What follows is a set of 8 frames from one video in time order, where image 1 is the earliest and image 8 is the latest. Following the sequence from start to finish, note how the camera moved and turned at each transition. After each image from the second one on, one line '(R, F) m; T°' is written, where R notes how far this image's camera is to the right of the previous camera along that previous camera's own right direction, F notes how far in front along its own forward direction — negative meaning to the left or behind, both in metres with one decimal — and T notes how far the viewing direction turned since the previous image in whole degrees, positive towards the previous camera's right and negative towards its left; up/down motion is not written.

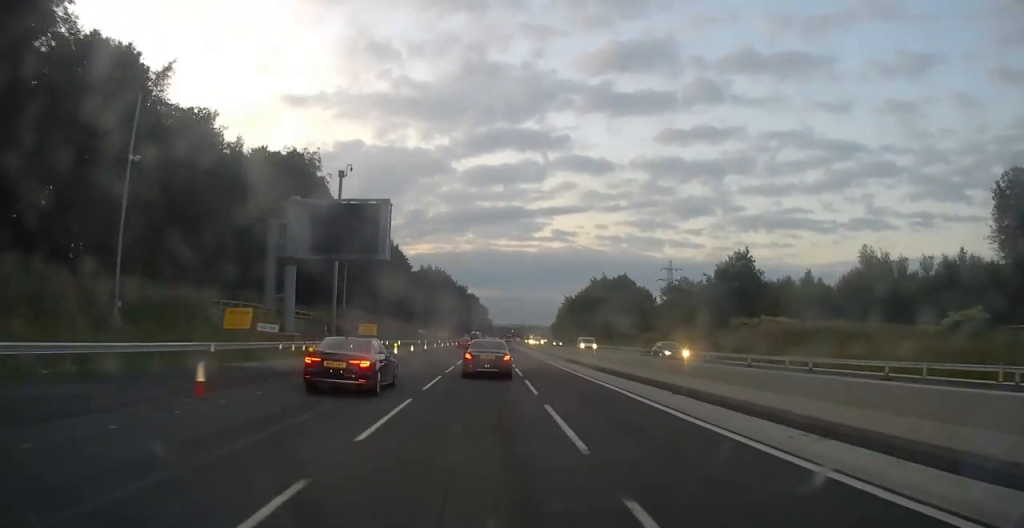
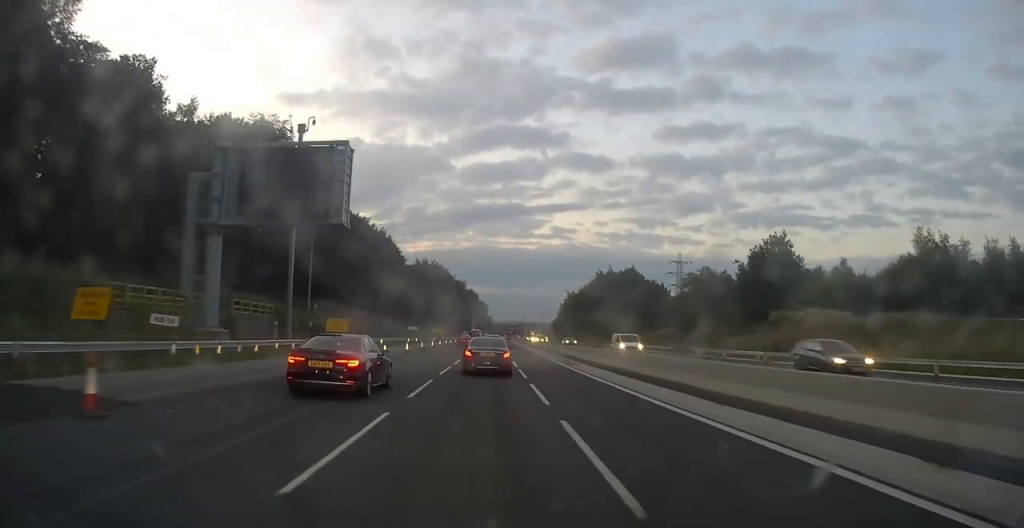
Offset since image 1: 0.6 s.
(0.0, +12.6) m; 0°
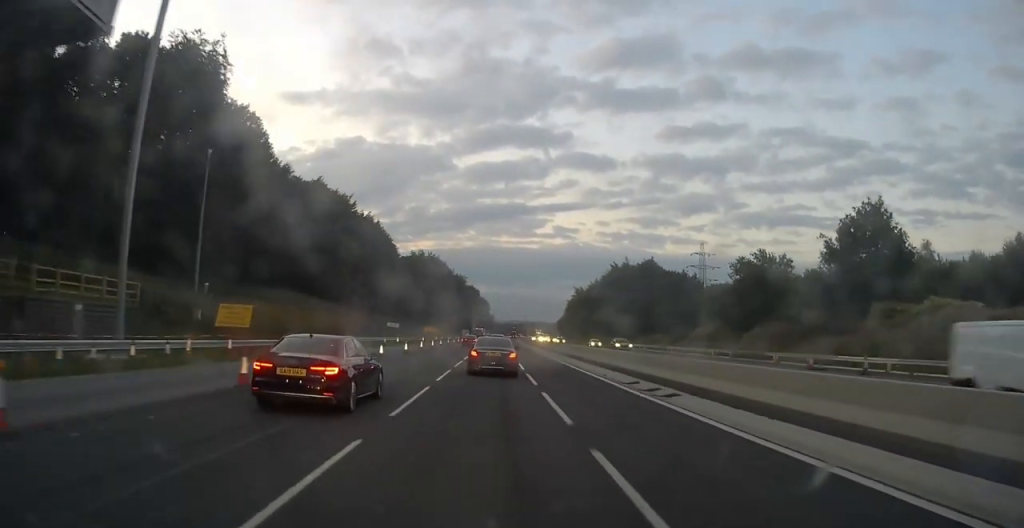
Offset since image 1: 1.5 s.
(0.0, +21.5) m; 0°
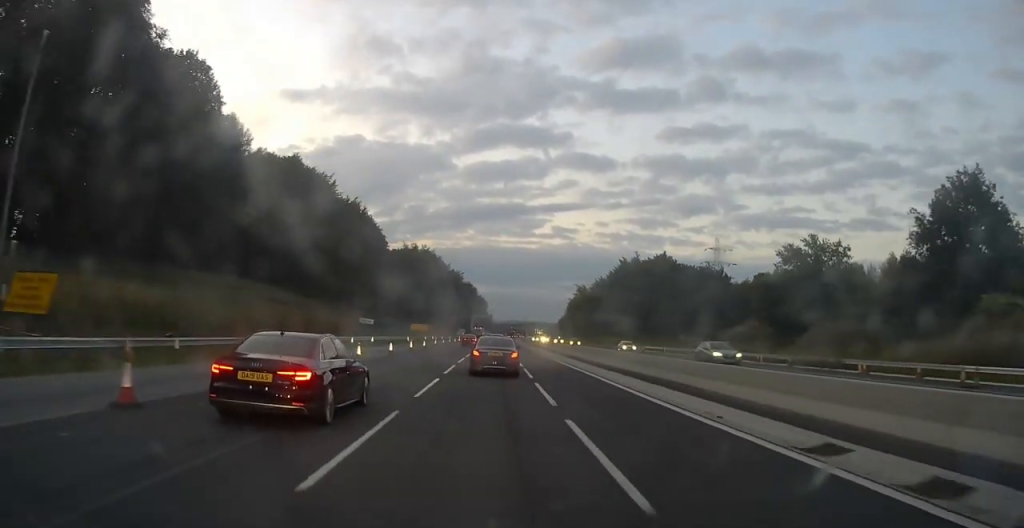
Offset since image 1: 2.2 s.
(0.0, +14.8) m; 0°
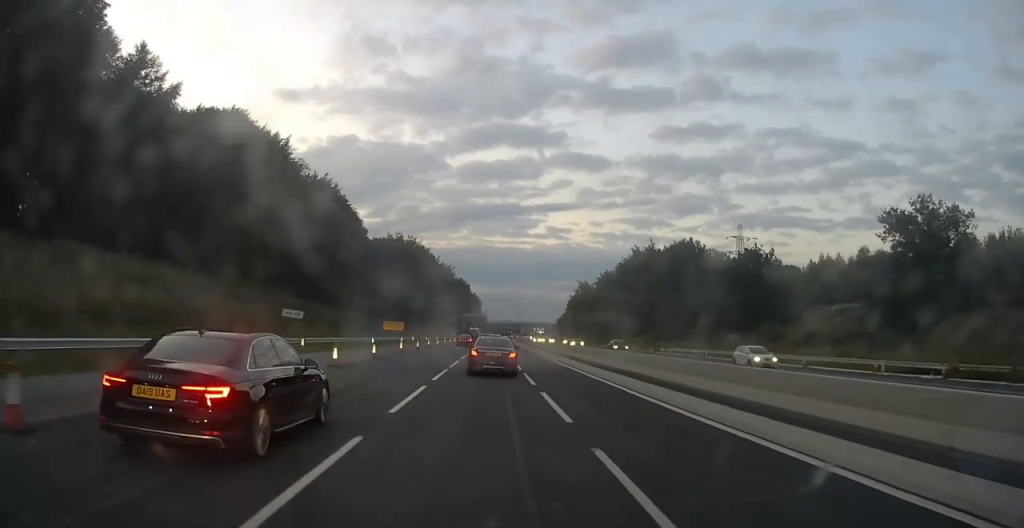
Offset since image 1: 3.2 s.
(+0.1, +21.5) m; 0°
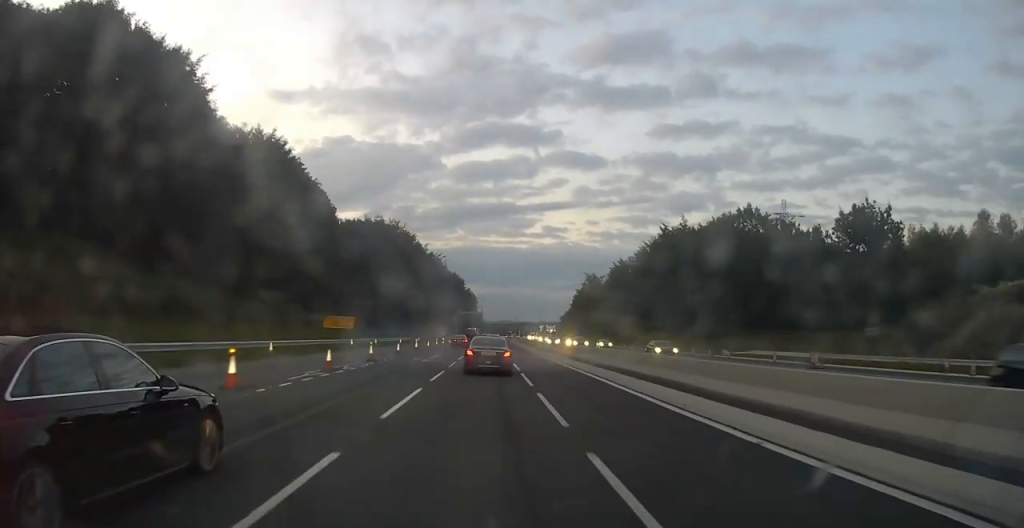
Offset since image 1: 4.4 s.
(+0.1, +27.8) m; 0°
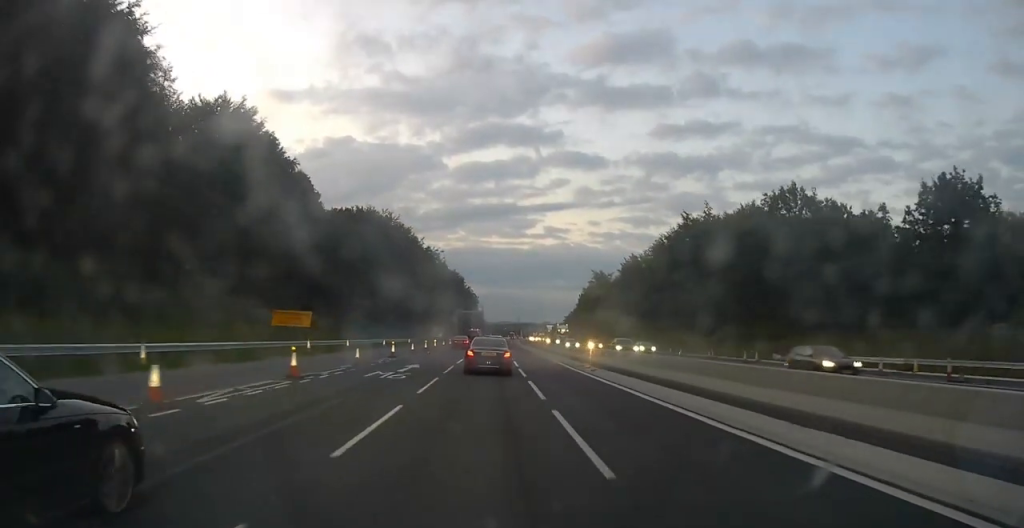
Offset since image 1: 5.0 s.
(0.0, +13.1) m; 0°
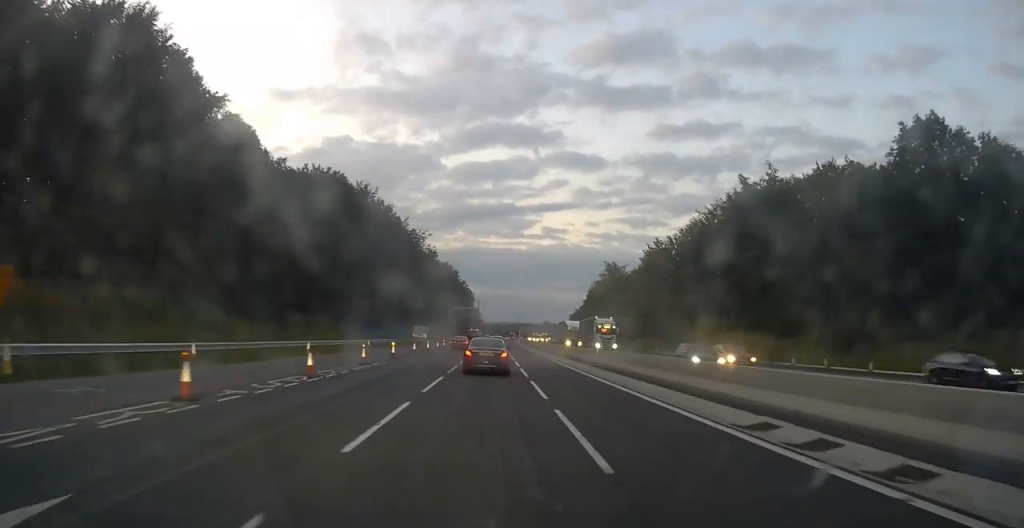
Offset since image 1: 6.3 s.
(0.0, +26.9) m; 0°
